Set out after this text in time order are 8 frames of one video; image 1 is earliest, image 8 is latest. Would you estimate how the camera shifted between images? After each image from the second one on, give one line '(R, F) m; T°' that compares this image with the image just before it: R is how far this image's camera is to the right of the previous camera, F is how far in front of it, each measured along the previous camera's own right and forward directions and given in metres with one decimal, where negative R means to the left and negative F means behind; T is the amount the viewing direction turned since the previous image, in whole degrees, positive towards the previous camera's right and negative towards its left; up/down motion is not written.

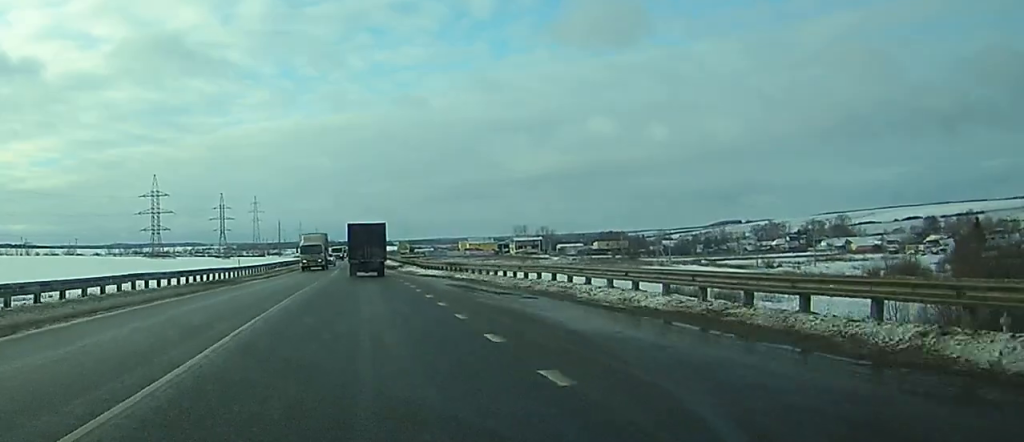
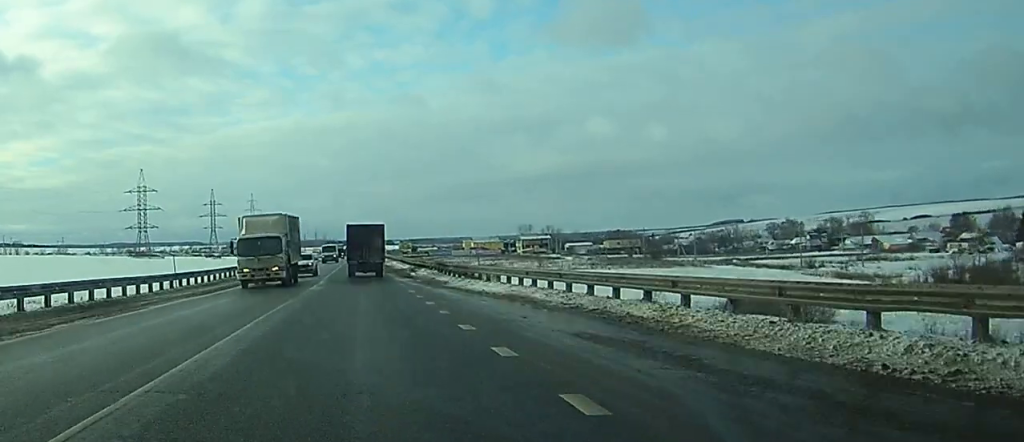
(-0.1, +20.8) m; 0°
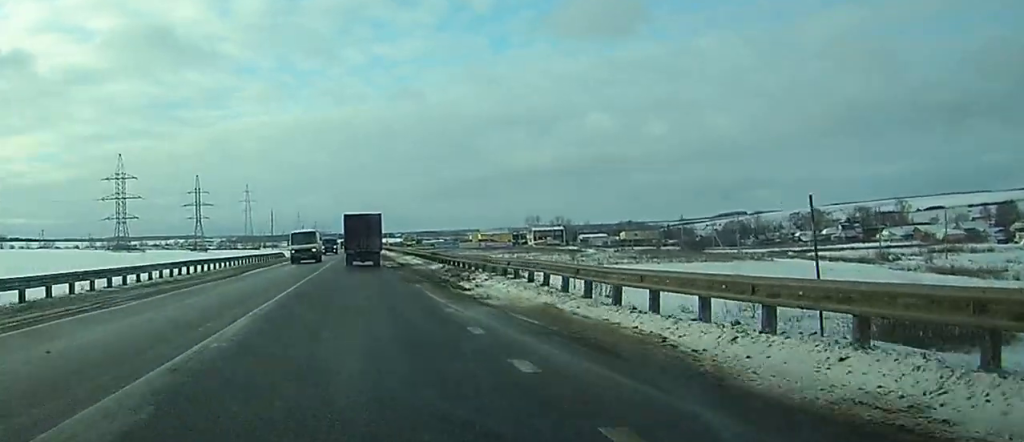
(+0.5, +28.9) m; +2°
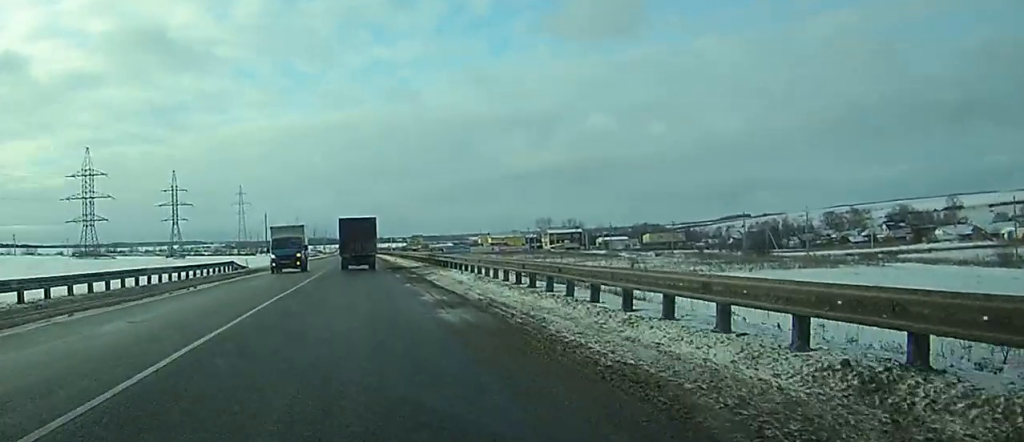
(-0.3, +34.9) m; -1°
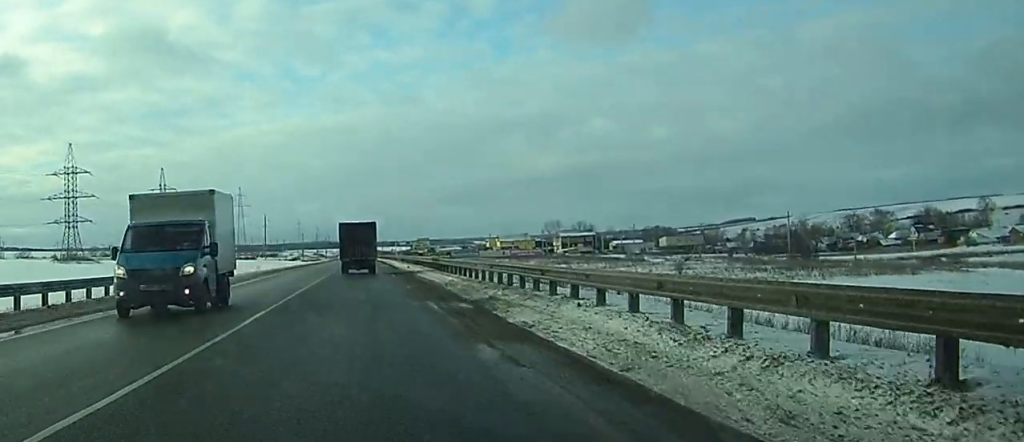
(-0.1, +18.0) m; 0°
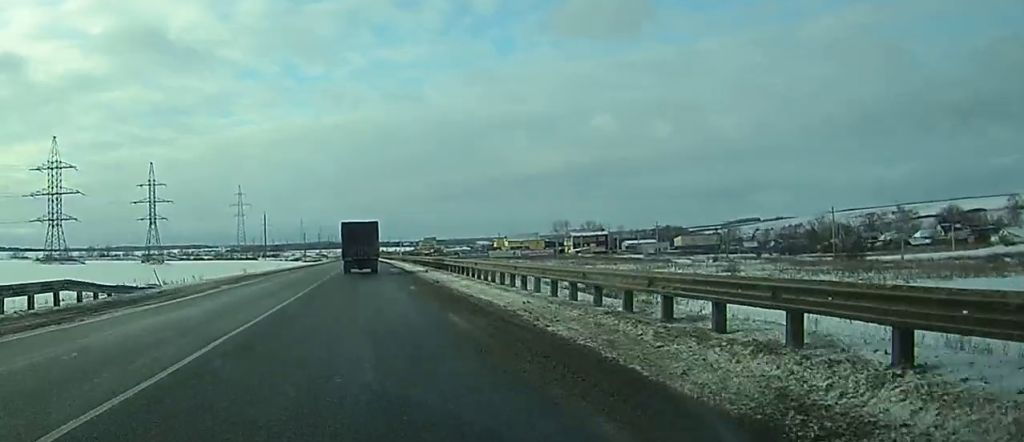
(0.0, +15.0) m; 0°
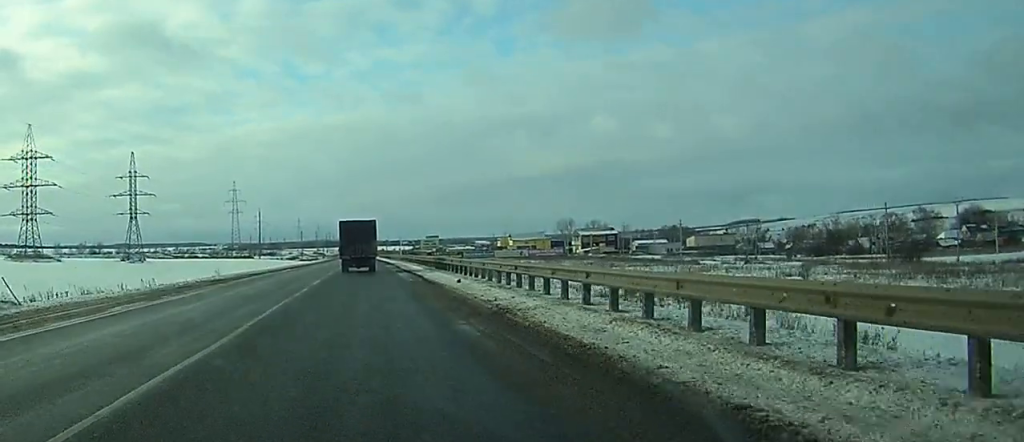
(-0.1, +16.6) m; -1°
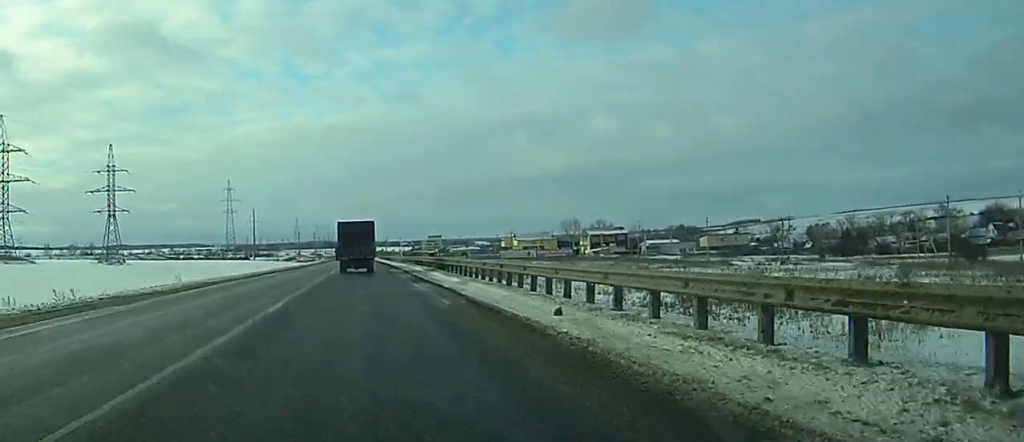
(-0.1, +15.9) m; 0°
